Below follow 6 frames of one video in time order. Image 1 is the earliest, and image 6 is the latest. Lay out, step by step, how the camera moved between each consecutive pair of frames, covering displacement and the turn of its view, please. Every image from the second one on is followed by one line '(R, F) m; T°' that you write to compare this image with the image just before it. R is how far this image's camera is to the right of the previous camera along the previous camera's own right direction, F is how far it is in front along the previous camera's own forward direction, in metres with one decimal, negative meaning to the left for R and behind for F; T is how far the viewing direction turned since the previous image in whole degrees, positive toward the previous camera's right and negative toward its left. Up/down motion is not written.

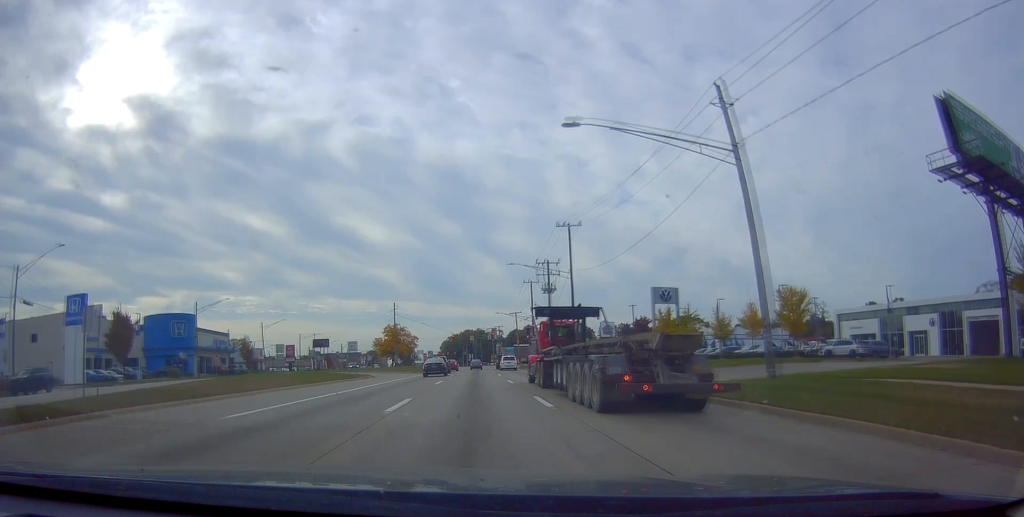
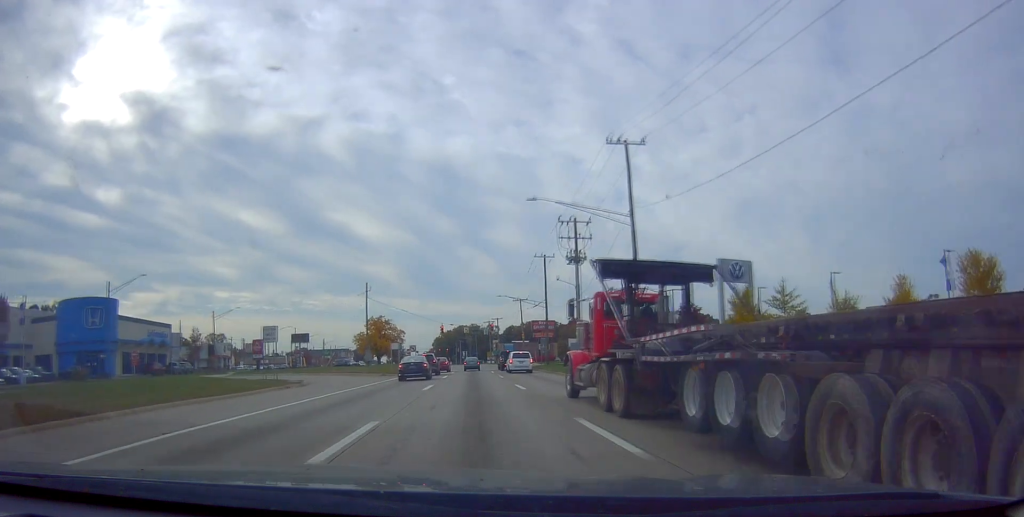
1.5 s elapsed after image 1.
(0.0, +22.7) m; 0°
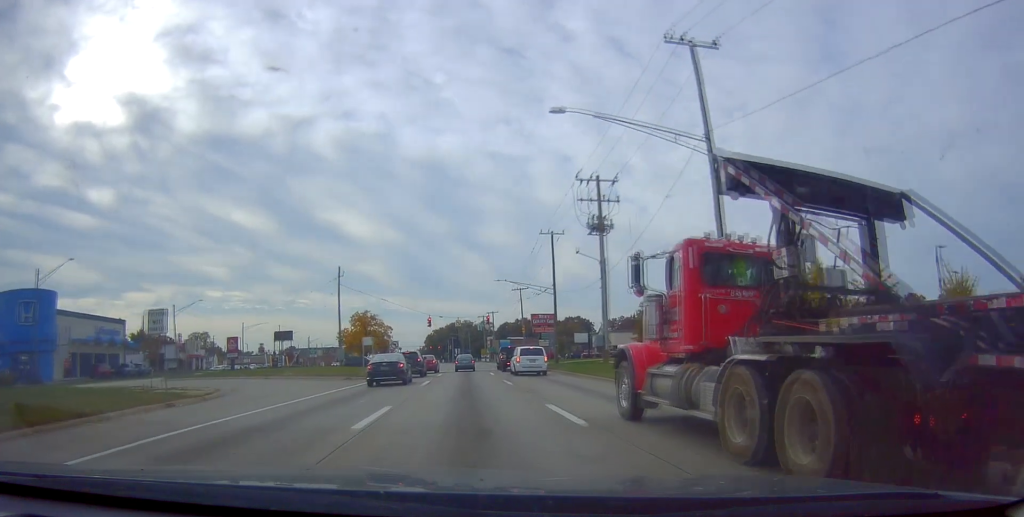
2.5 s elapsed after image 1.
(-0.1, +12.8) m; +1°
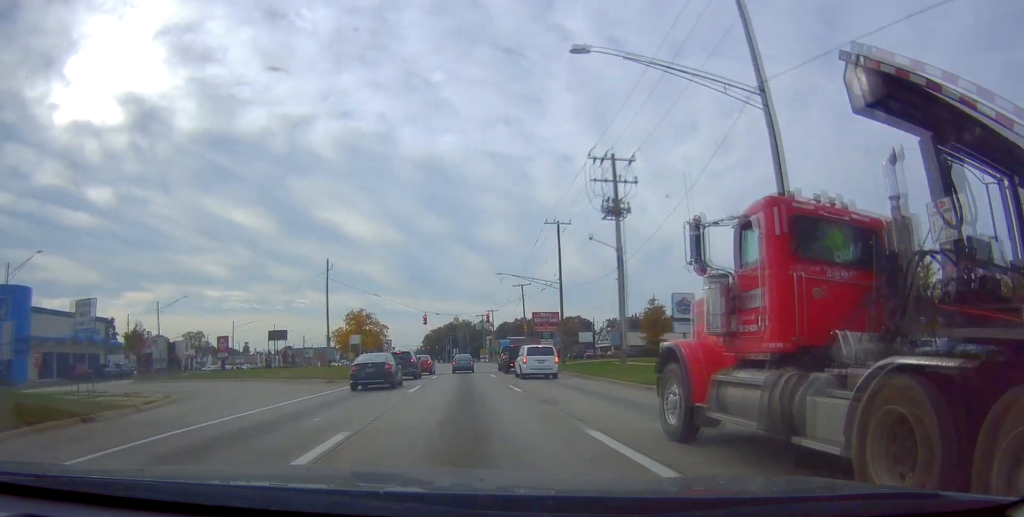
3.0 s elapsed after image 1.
(+0.2, +4.9) m; +1°
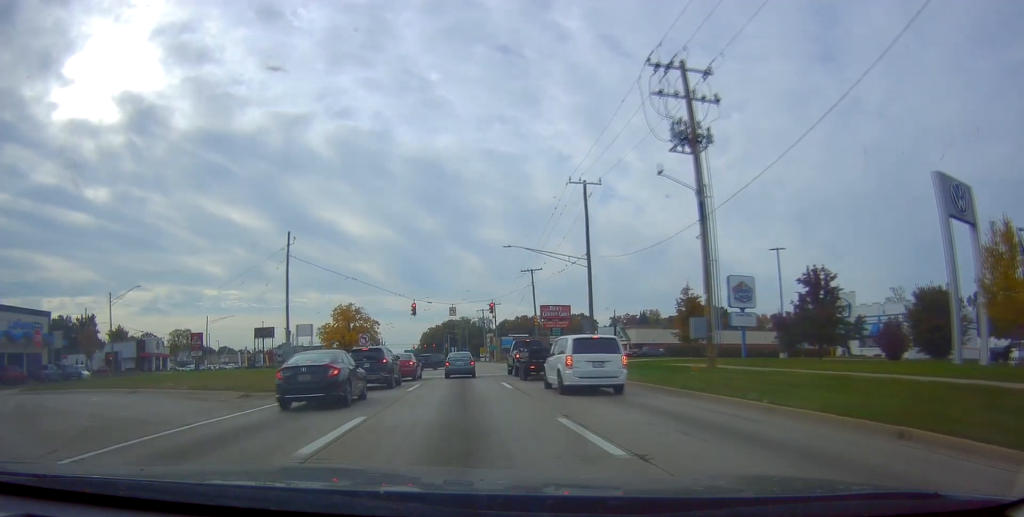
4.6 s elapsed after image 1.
(+0.1, +13.3) m; +6°
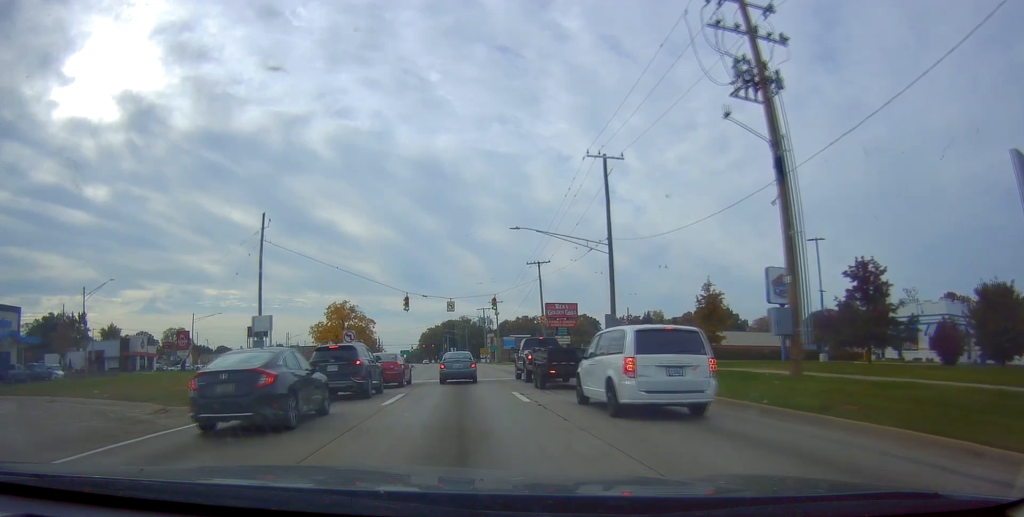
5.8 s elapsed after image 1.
(+0.6, +6.7) m; +3°
